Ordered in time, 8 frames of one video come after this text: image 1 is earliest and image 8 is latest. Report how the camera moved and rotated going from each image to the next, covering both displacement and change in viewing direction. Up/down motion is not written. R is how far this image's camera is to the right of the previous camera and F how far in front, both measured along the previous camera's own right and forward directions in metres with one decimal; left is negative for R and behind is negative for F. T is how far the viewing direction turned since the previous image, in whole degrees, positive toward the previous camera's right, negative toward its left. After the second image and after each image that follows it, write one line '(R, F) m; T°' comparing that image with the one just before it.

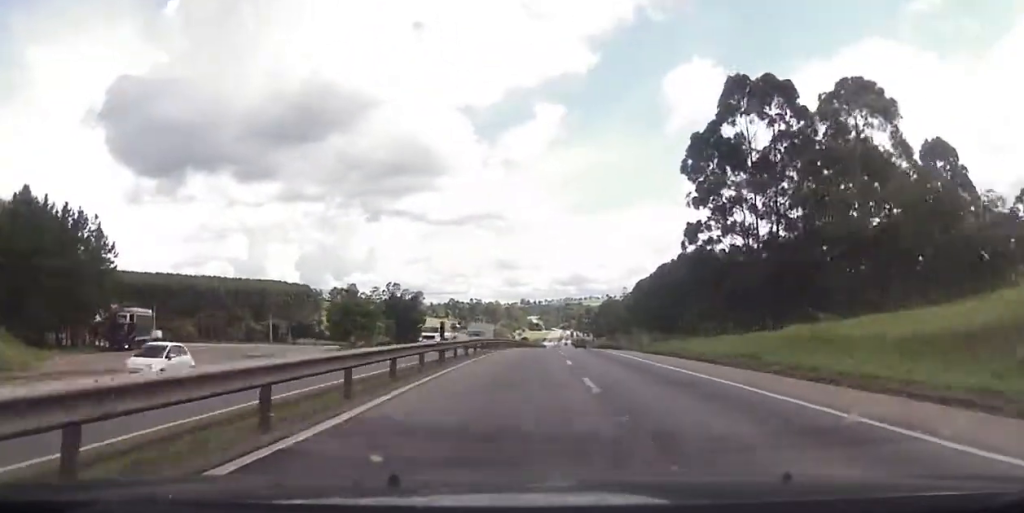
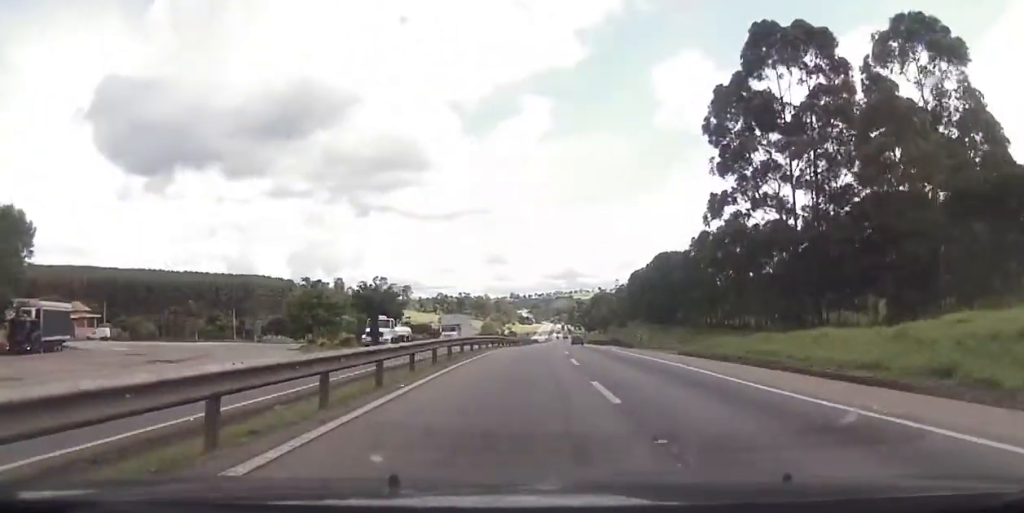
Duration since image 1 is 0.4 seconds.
(0.0, +13.8) m; +1°
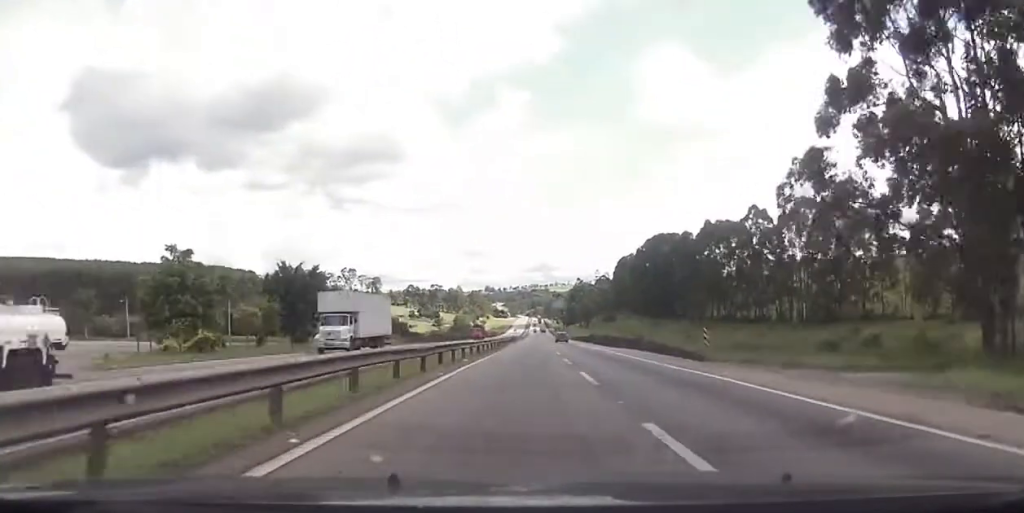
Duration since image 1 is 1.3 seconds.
(+0.1, +30.0) m; +2°
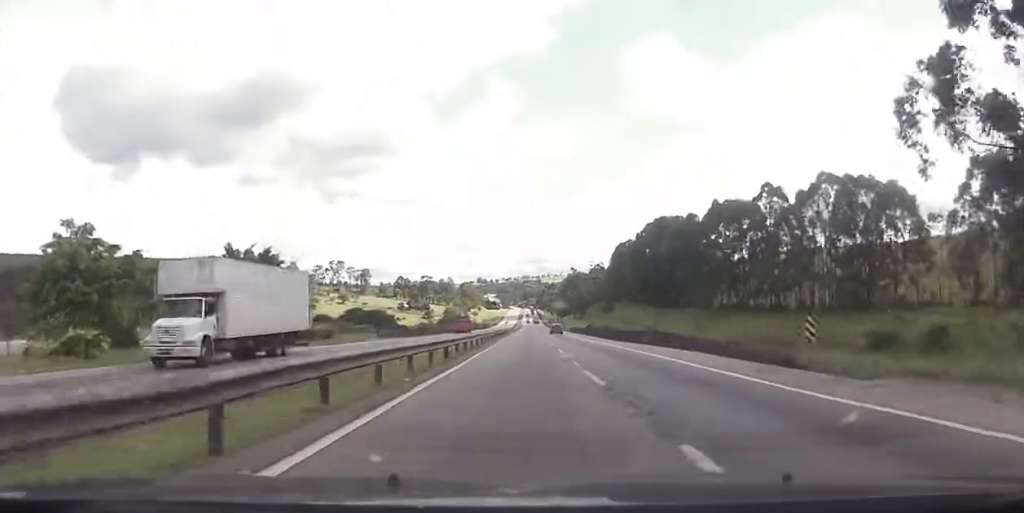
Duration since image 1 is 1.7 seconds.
(+0.3, +13.9) m; +1°
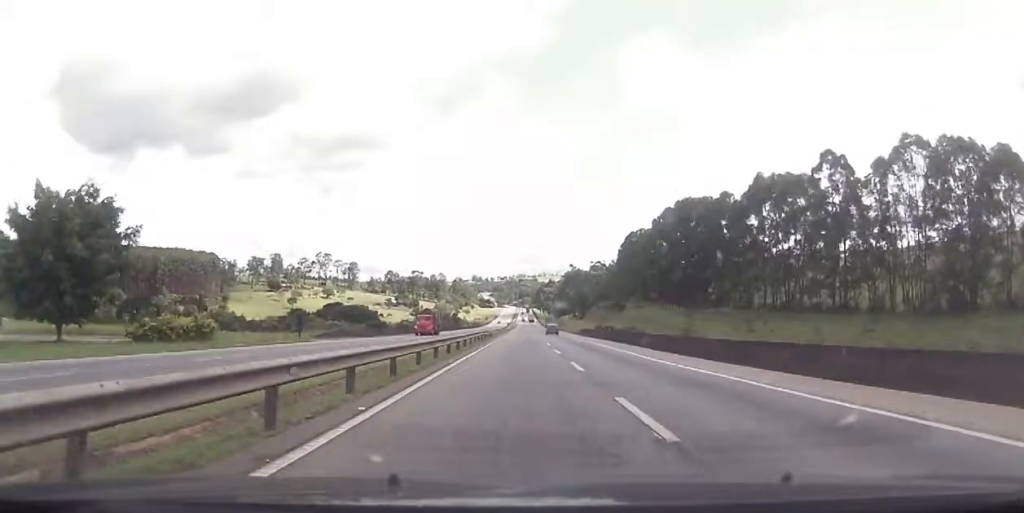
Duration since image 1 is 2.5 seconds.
(+0.6, +30.3) m; +1°
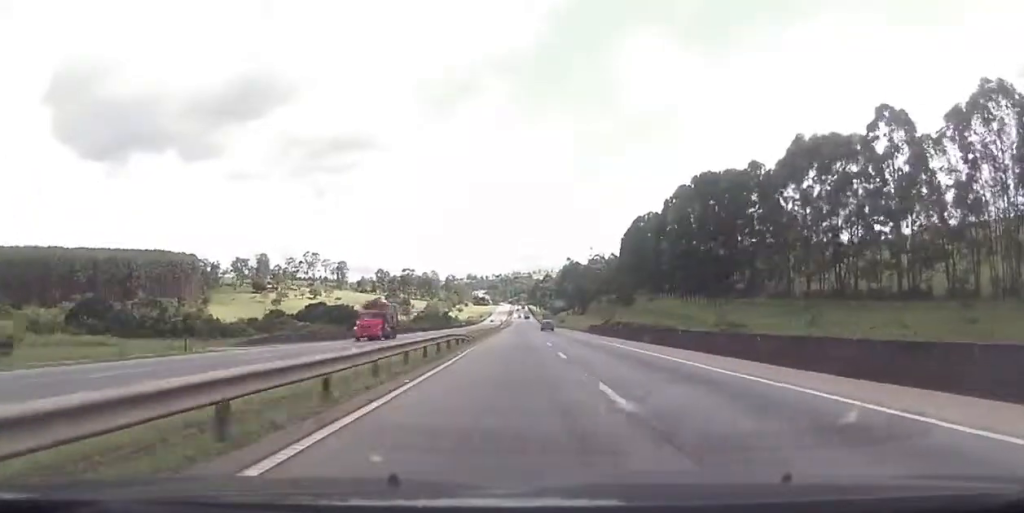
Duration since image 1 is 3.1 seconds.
(+0.2, +21.1) m; 0°
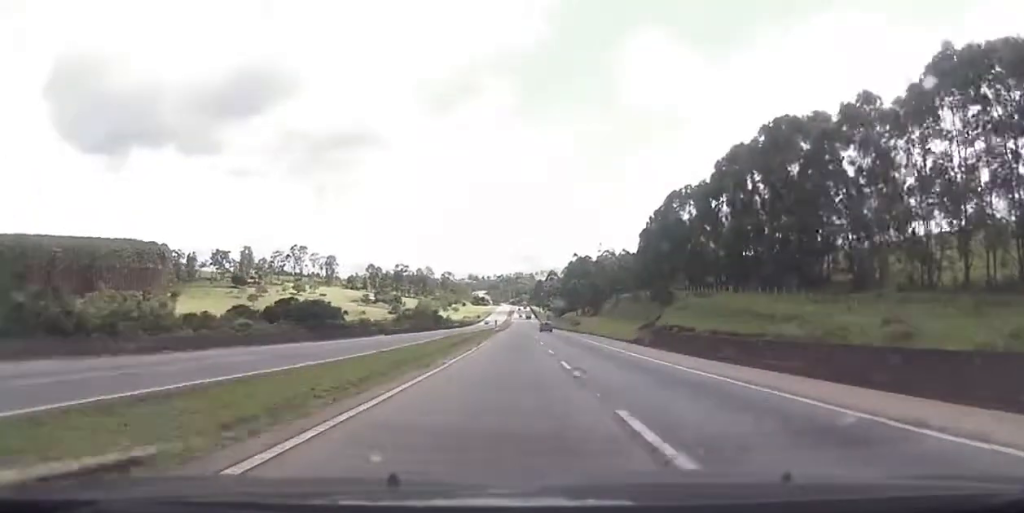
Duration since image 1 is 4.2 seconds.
(0.0, +39.3) m; 0°
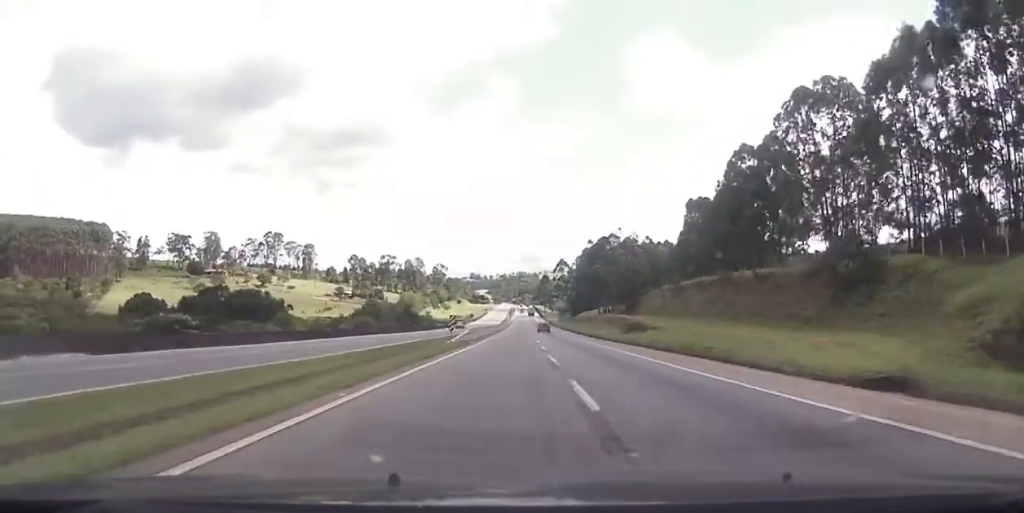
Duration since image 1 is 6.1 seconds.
(-0.2, +66.5) m; 0°
